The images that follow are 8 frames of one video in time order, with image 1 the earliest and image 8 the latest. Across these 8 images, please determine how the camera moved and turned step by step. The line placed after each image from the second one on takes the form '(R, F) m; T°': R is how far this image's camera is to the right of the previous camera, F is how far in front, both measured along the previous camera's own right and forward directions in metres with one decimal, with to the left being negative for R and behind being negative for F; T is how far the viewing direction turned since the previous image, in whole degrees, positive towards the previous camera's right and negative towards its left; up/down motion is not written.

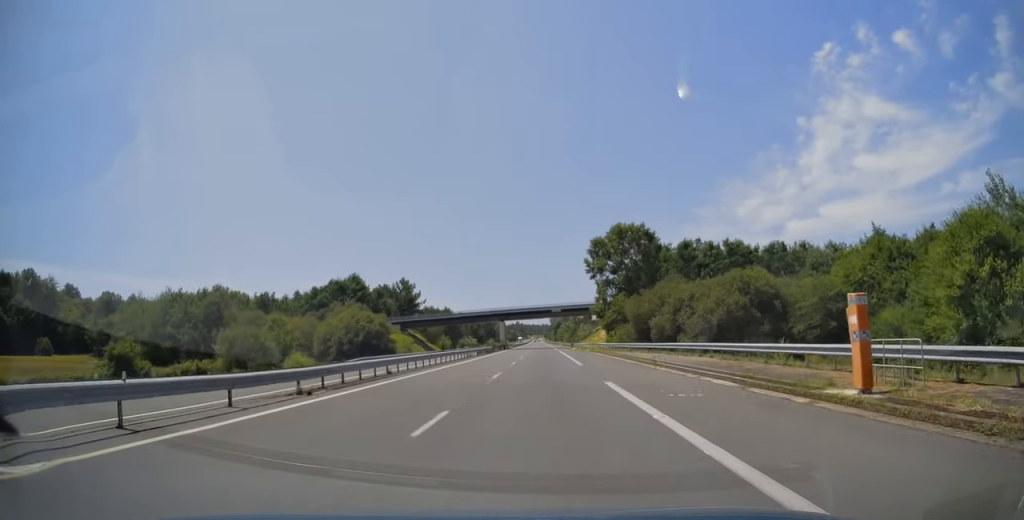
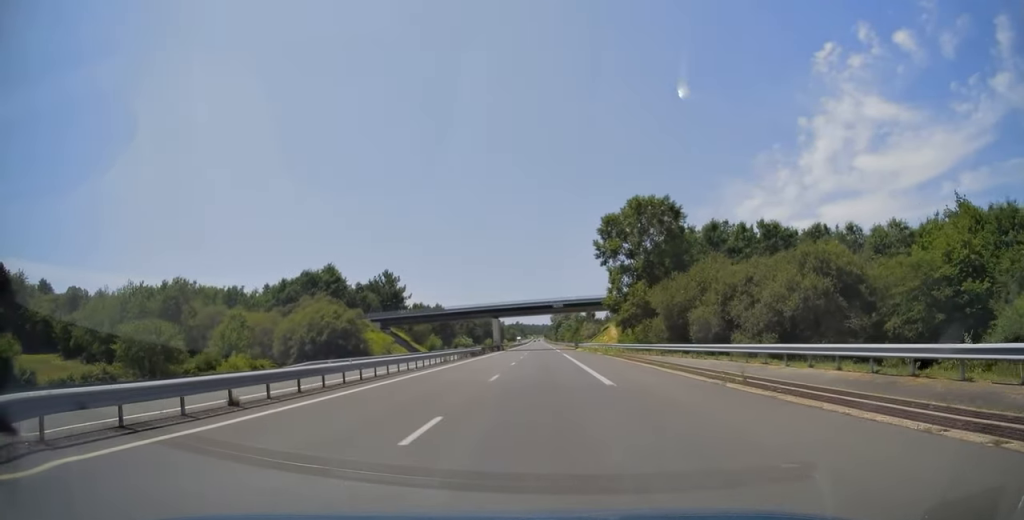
(+0.2, +13.9) m; 0°
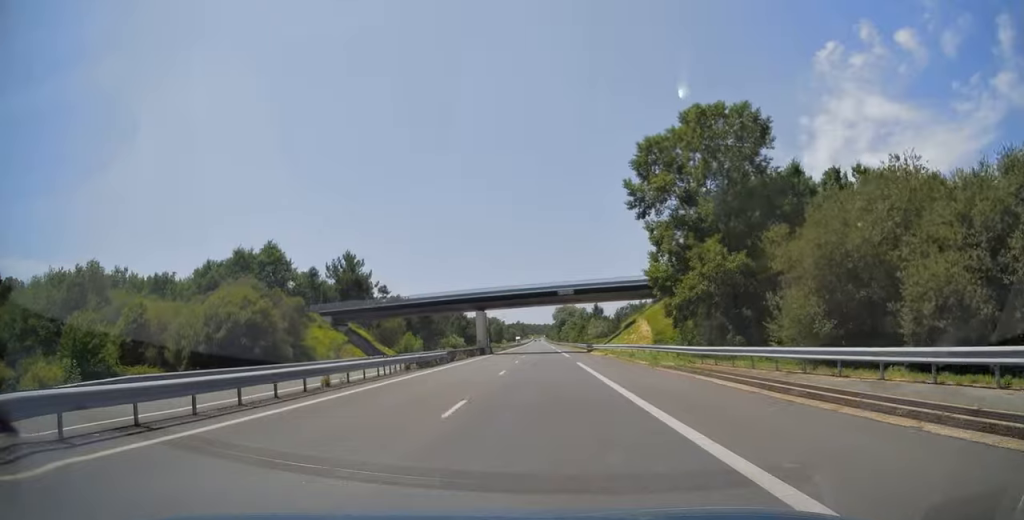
(-0.3, +23.6) m; -1°
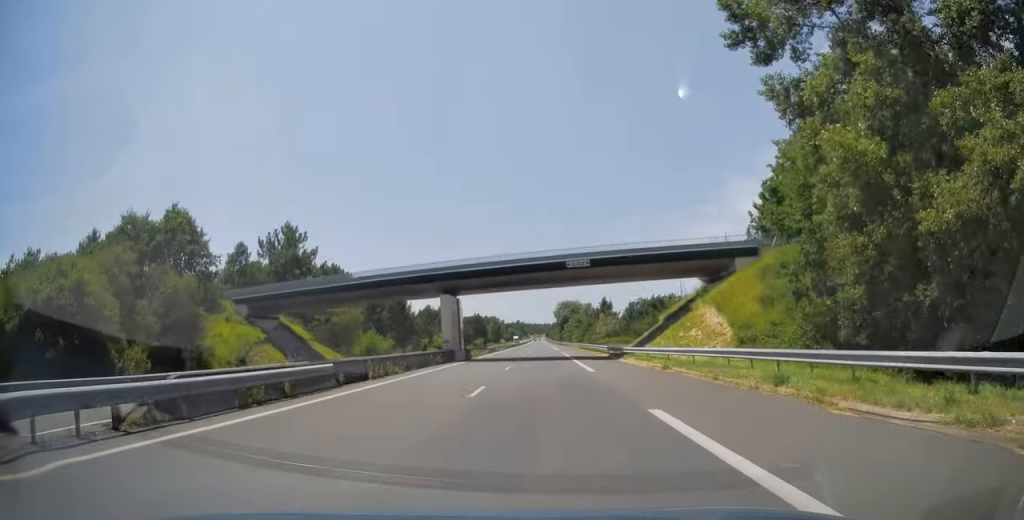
(-0.1, +22.5) m; 0°
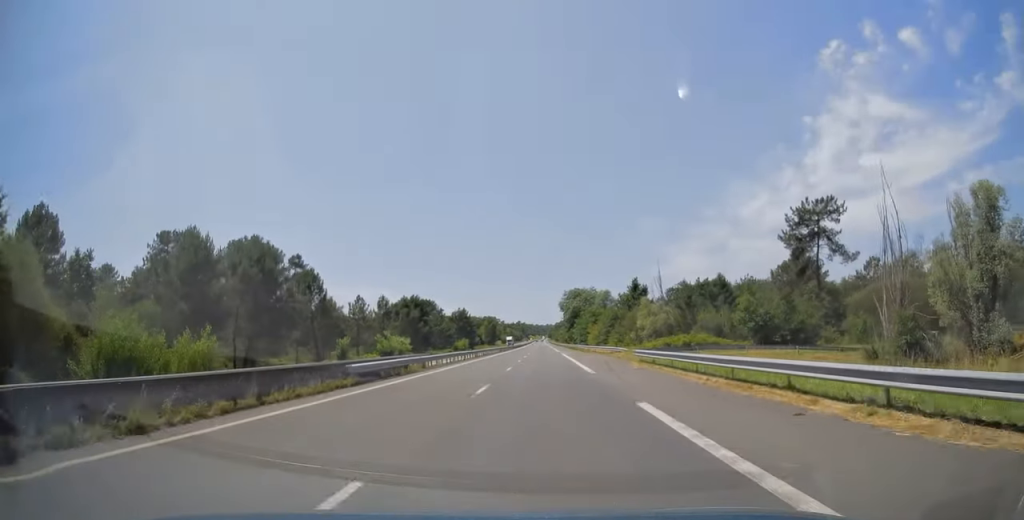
(0.0, +51.5) m; 0°
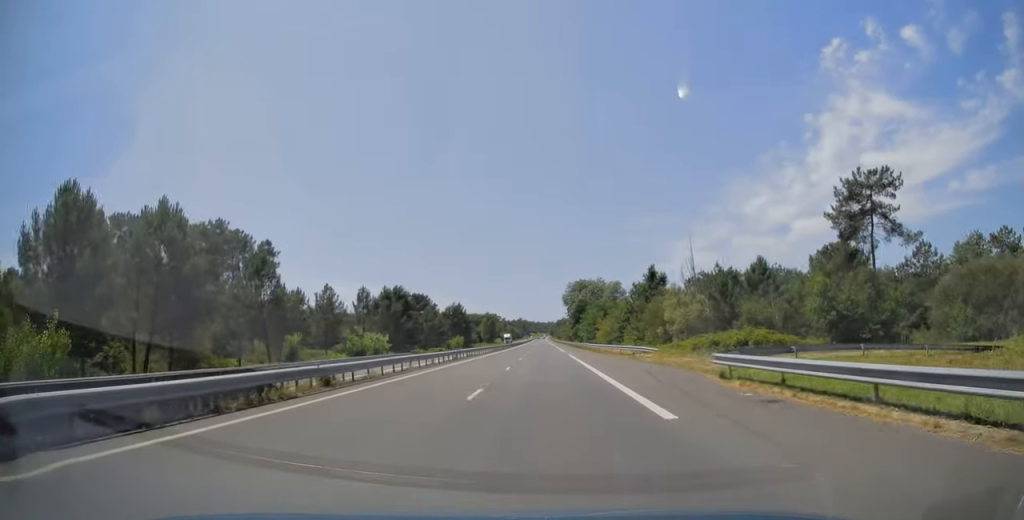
(0.0, +15.5) m; 0°
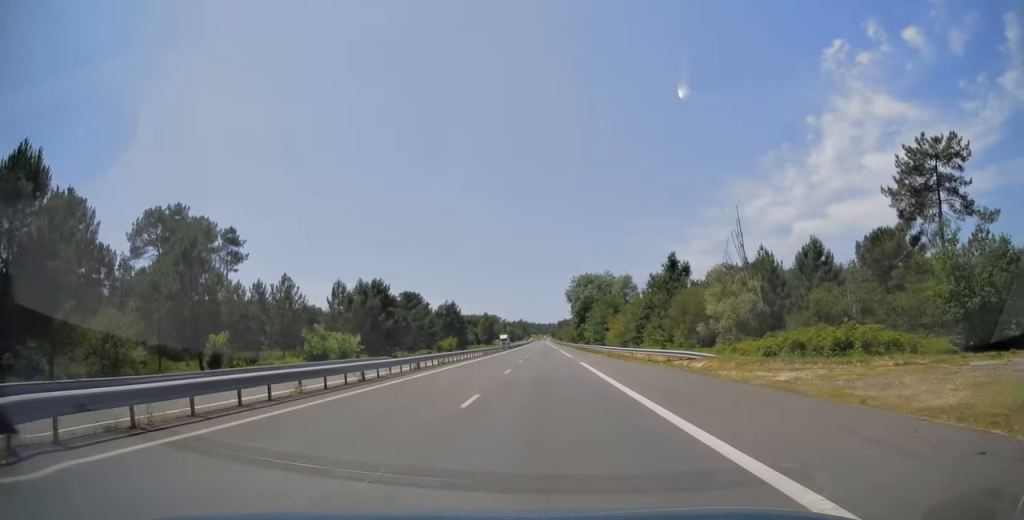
(-0.1, +14.5) m; 0°
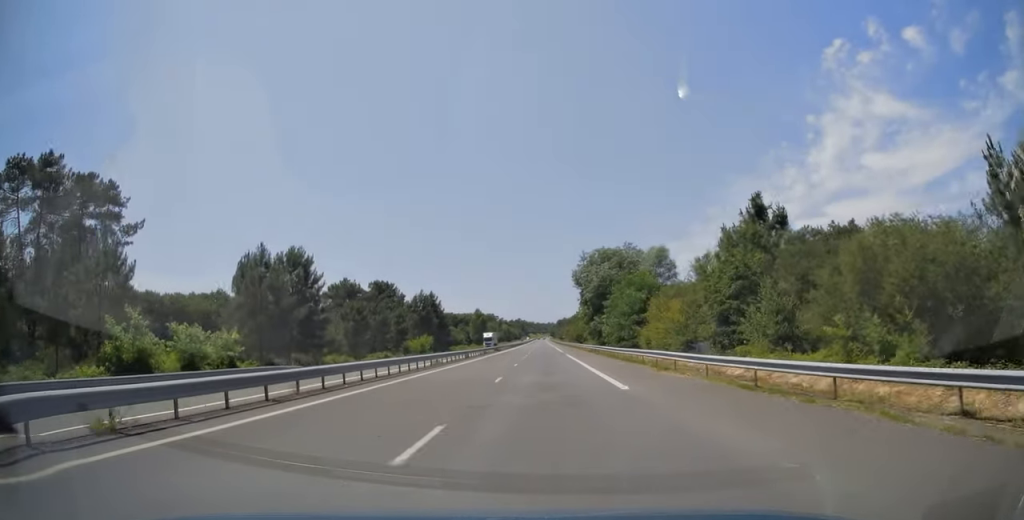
(+0.4, +32.1) m; 0°
